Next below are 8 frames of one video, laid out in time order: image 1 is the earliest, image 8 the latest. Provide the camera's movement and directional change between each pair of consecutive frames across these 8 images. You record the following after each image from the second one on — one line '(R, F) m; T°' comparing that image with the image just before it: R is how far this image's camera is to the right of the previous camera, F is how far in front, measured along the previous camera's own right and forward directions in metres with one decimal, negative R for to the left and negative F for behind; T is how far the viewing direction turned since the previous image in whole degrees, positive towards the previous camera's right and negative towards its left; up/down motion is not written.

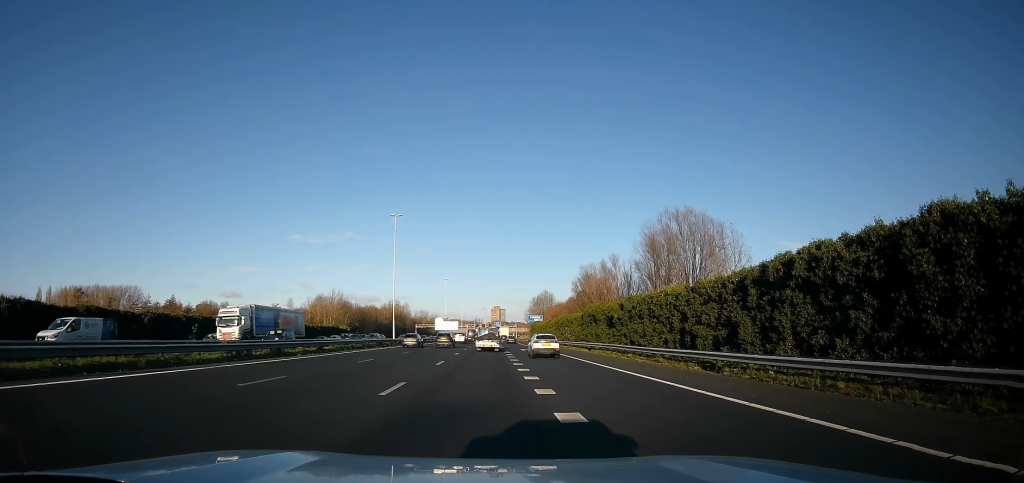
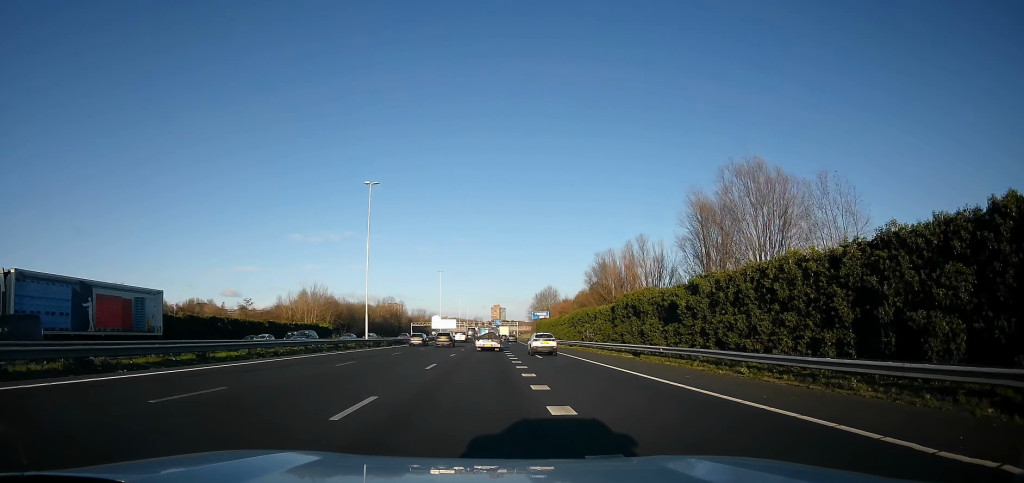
(-0.3, +15.1) m; 0°
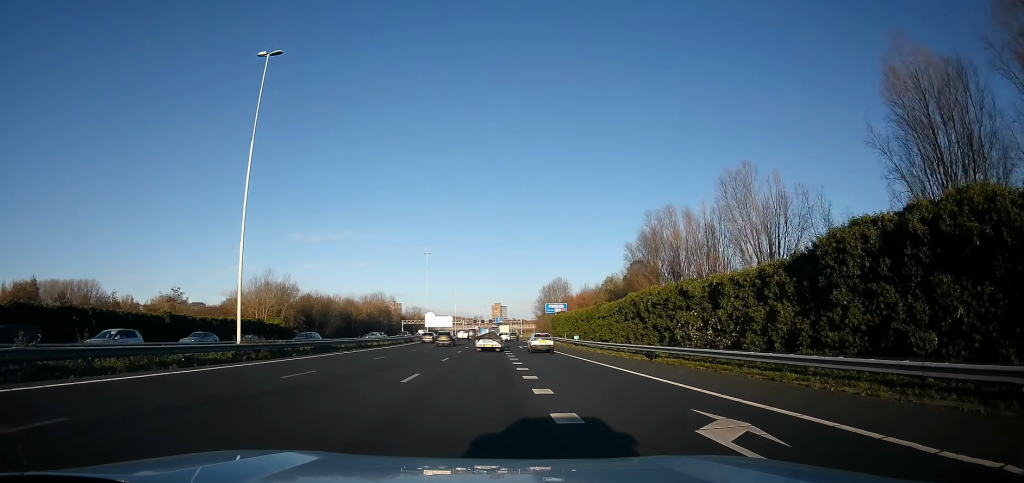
(+0.3, +28.3) m; 0°
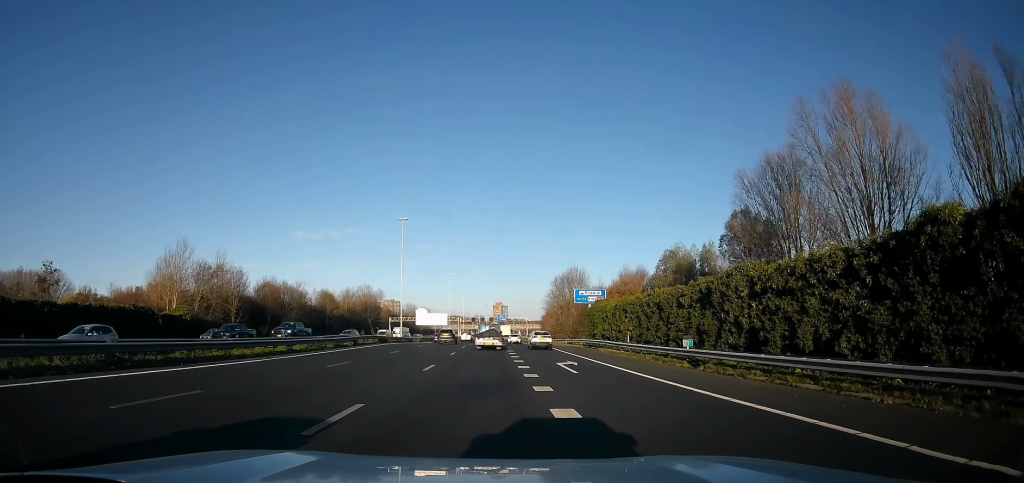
(-0.9, +30.8) m; -2°
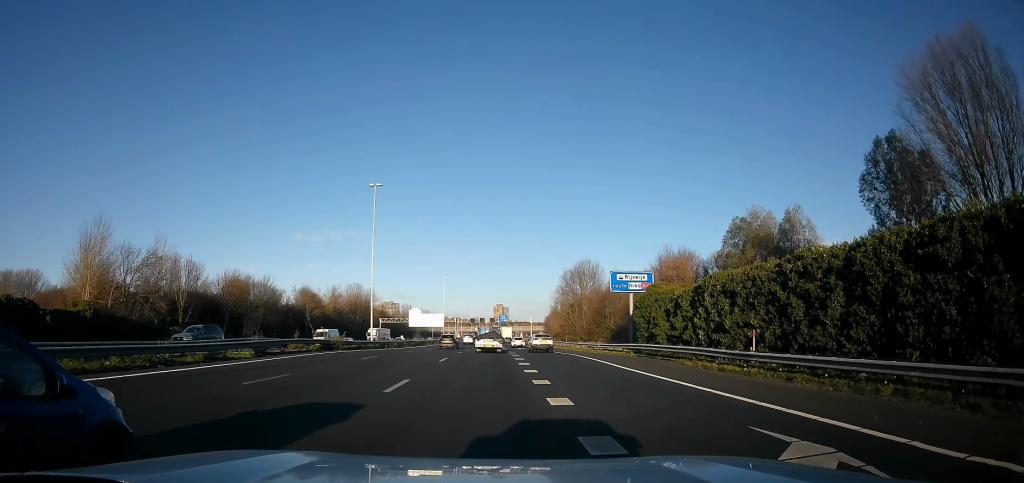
(-0.4, +18.4) m; +1°
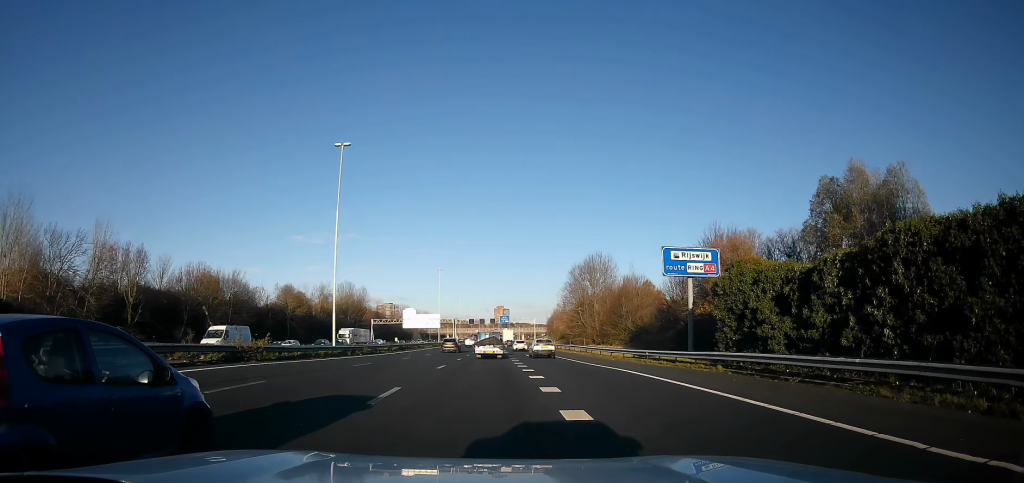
(+0.5, +13.4) m; 0°
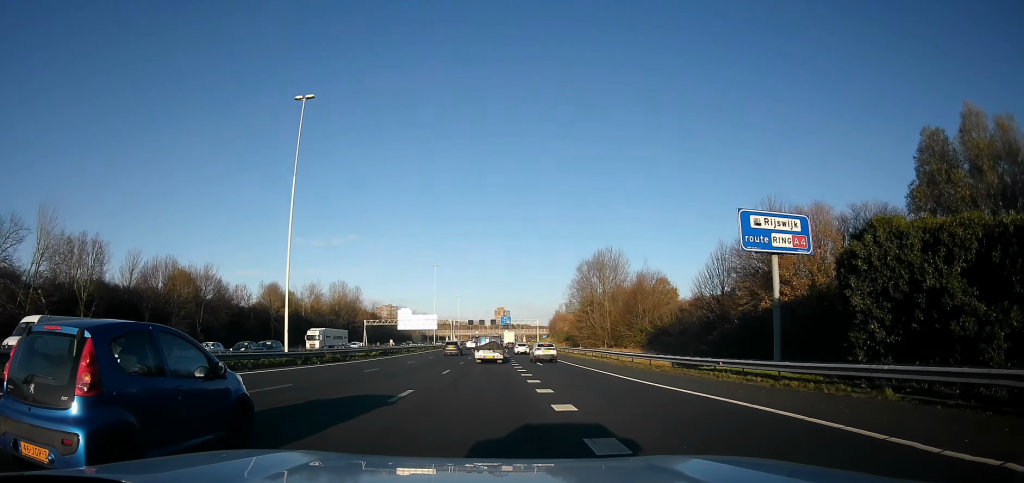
(+0.4, +10.0) m; 0°
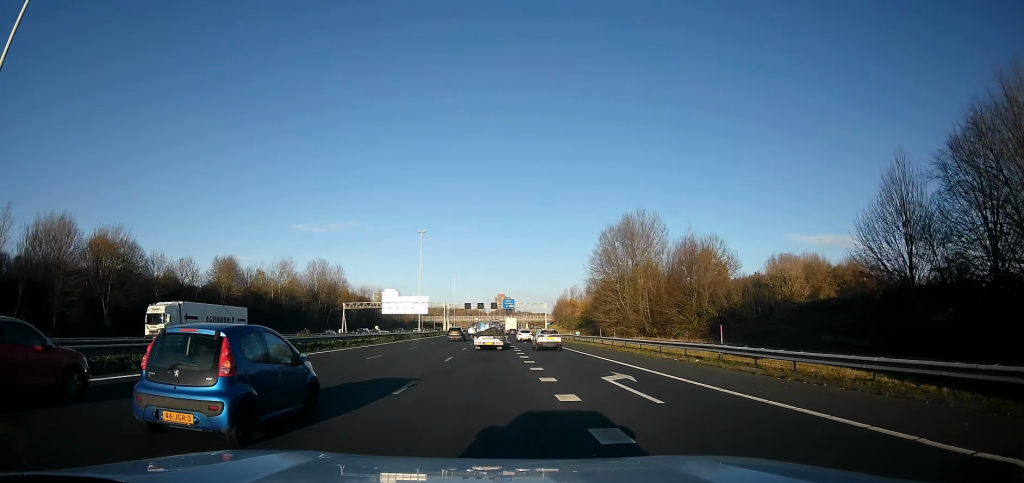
(-0.8, +23.6) m; 0°
